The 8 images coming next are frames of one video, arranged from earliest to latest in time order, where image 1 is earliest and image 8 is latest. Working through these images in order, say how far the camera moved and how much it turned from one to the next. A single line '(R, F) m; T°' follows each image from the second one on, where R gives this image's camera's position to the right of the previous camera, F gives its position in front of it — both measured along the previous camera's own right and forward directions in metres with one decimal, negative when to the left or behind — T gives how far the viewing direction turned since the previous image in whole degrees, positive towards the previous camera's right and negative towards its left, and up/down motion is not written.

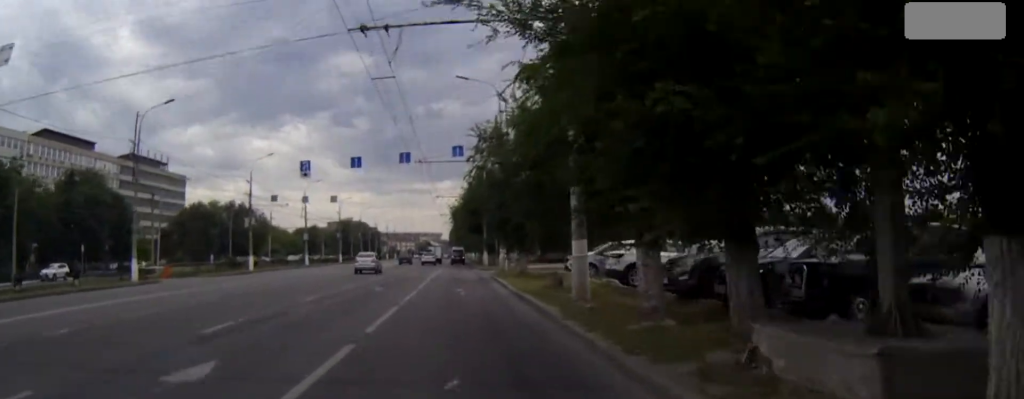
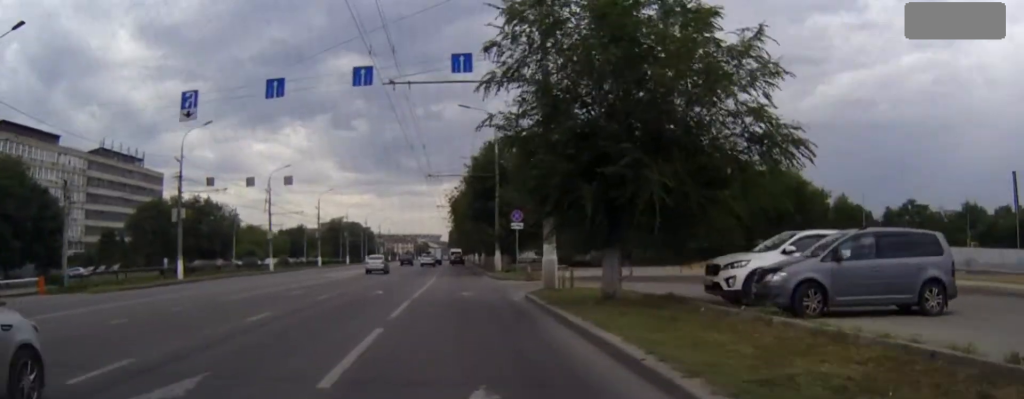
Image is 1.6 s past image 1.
(-0.2, +21.2) m; -1°
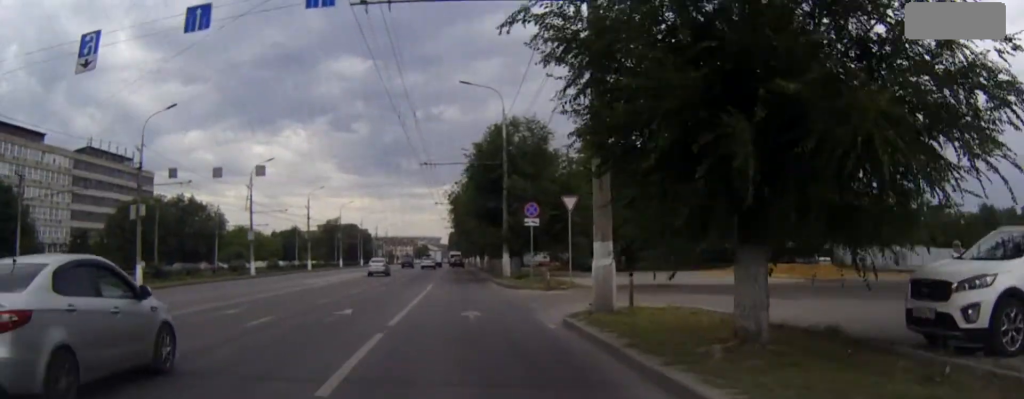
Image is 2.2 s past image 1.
(0.0, +8.2) m; 0°
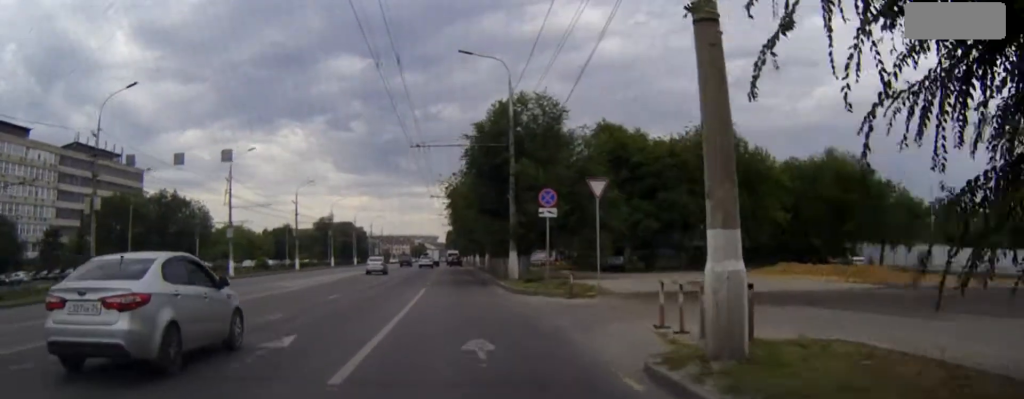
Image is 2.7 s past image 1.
(0.0, +6.9) m; 0°
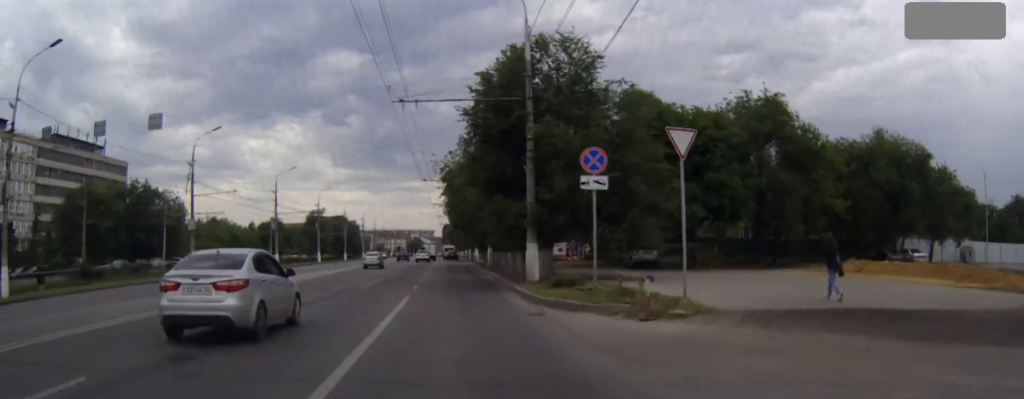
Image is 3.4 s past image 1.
(0.0, +10.2) m; 0°
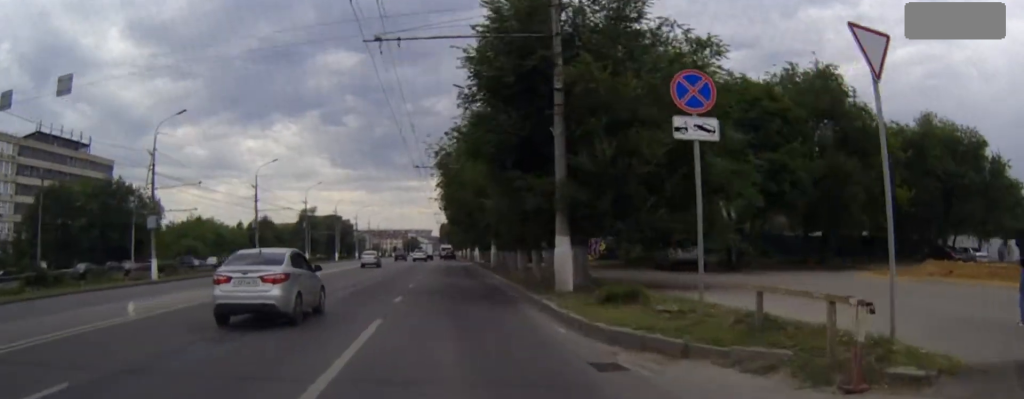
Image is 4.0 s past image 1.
(+0.1, +8.4) m; 0°
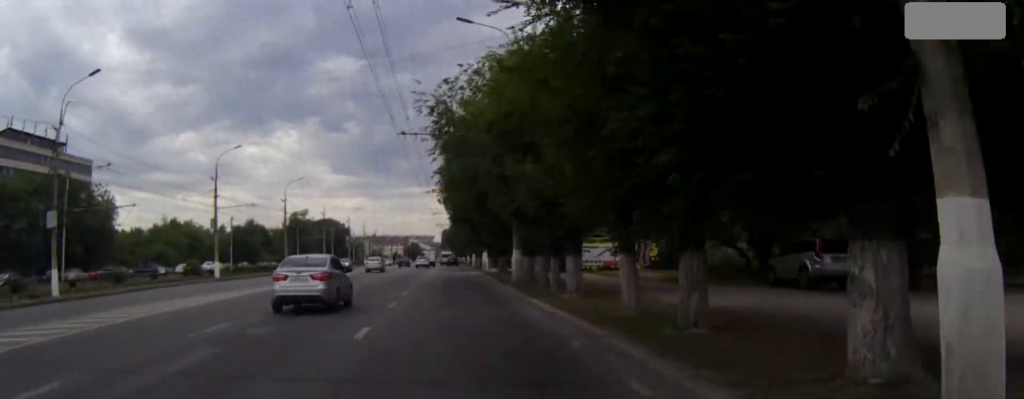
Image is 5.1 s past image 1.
(0.0, +15.9) m; 0°
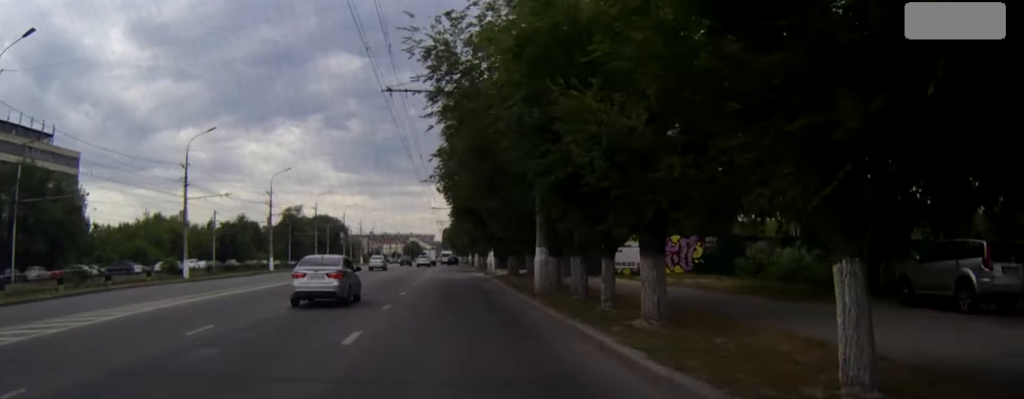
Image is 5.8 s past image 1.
(0.0, +8.8) m; 0°
